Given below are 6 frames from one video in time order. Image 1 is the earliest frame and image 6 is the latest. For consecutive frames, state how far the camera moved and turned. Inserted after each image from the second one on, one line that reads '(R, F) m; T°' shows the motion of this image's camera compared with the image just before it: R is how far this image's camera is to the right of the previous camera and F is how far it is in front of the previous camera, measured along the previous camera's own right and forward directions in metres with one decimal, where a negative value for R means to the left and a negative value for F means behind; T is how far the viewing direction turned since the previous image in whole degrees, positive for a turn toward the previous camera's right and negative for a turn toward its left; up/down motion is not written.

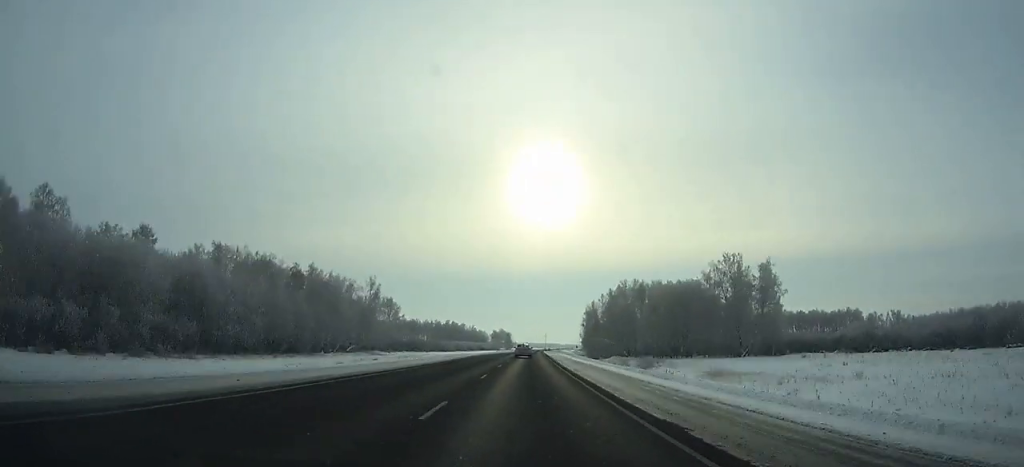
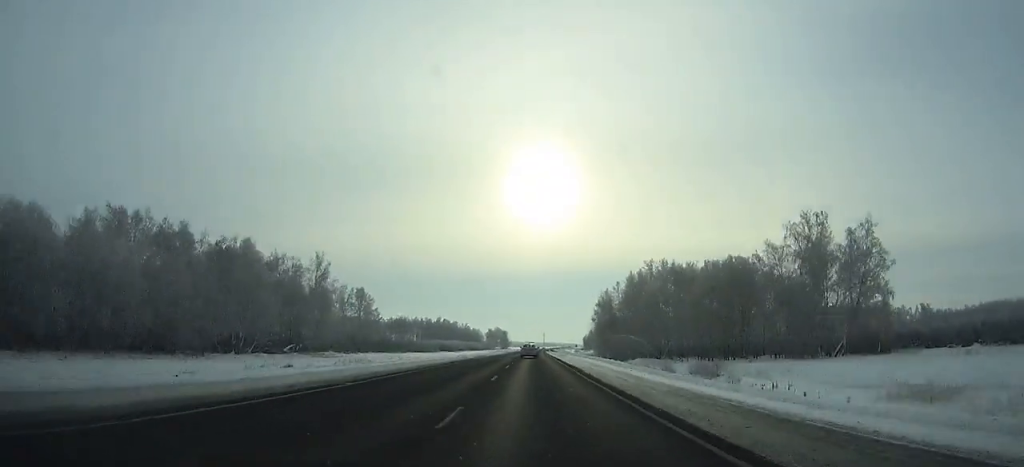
(+0.2, +36.0) m; +1°
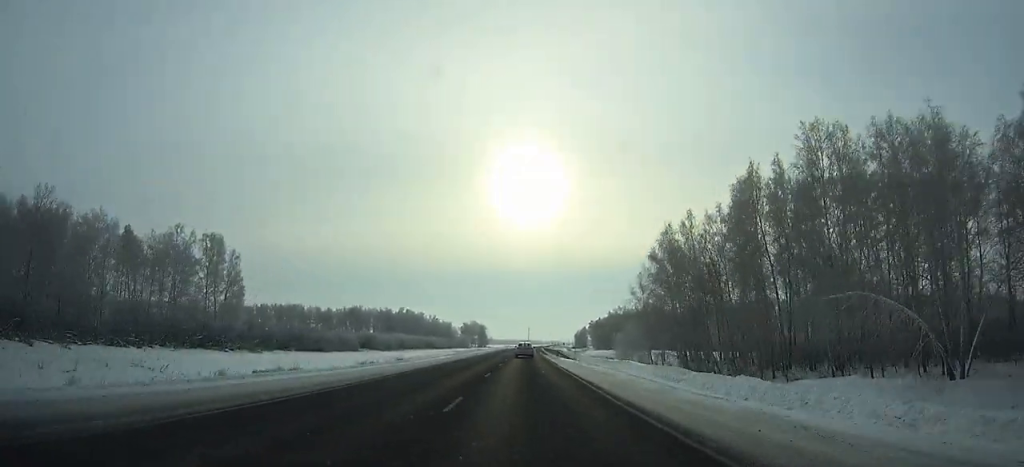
(+0.9, +80.7) m; +1°
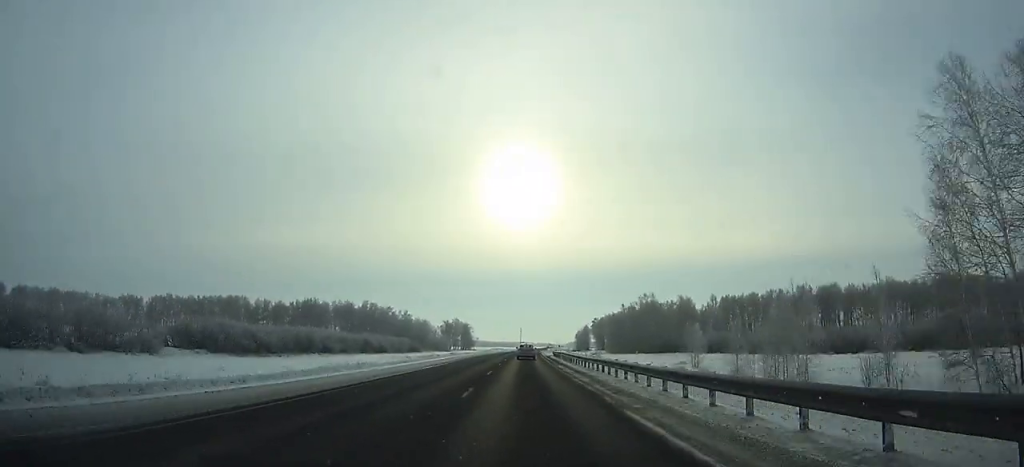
(+0.5, +67.8) m; +1°
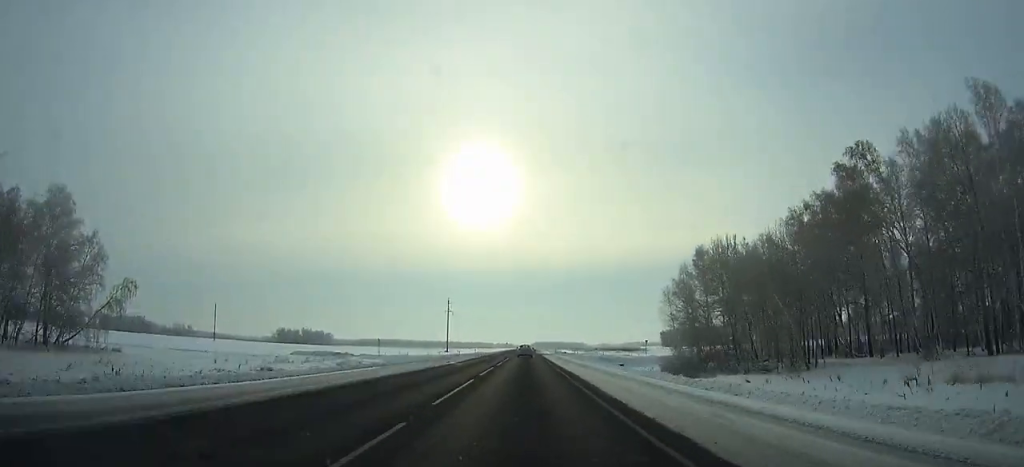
(+11.0, +327.4) m; +4°
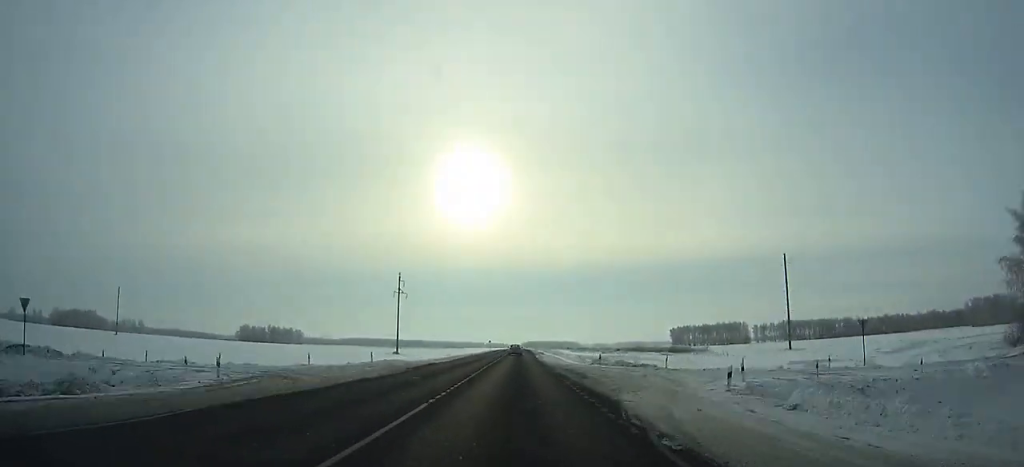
(+0.4, +75.2) m; 0°
